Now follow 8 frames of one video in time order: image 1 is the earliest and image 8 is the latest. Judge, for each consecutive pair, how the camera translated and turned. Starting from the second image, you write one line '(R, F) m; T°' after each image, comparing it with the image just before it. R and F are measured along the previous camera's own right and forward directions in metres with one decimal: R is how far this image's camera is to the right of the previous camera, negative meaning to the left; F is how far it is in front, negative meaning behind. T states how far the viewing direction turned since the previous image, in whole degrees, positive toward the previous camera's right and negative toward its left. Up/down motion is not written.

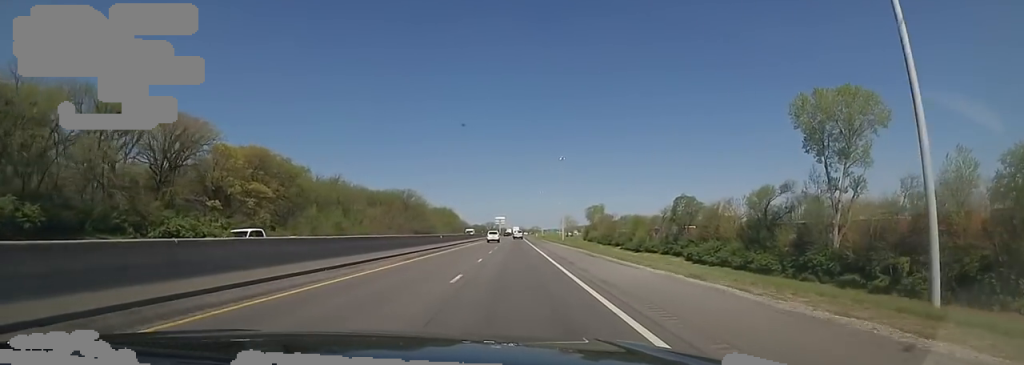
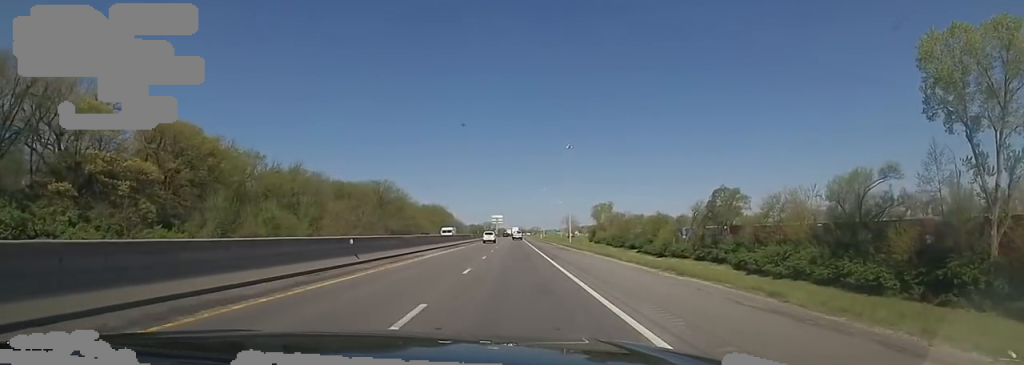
(0.0, +26.0) m; 0°
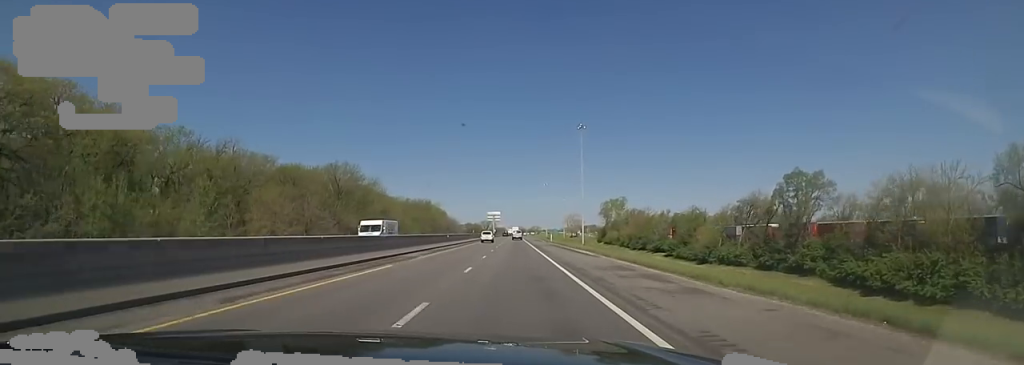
(0.0, +29.3) m; 0°
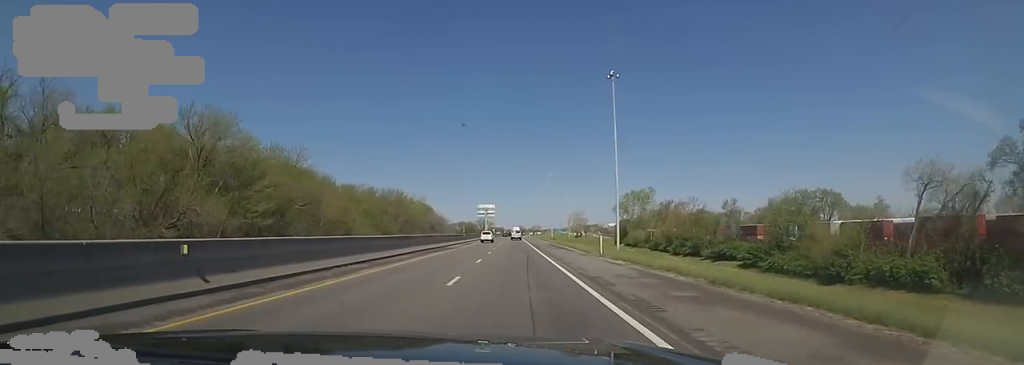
(0.0, +43.4) m; 0°
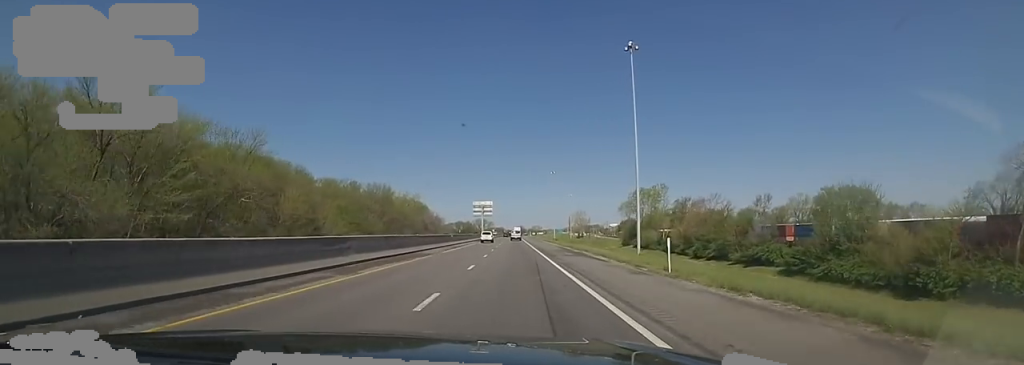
(0.0, +14.1) m; 0°
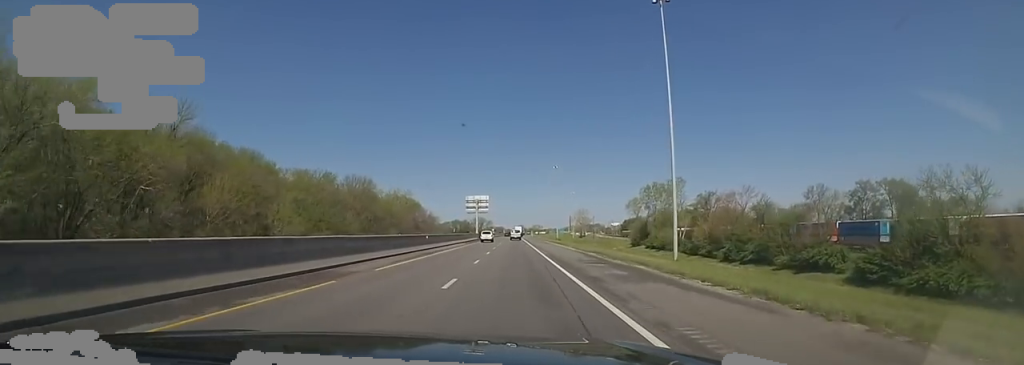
(0.0, +16.2) m; 0°
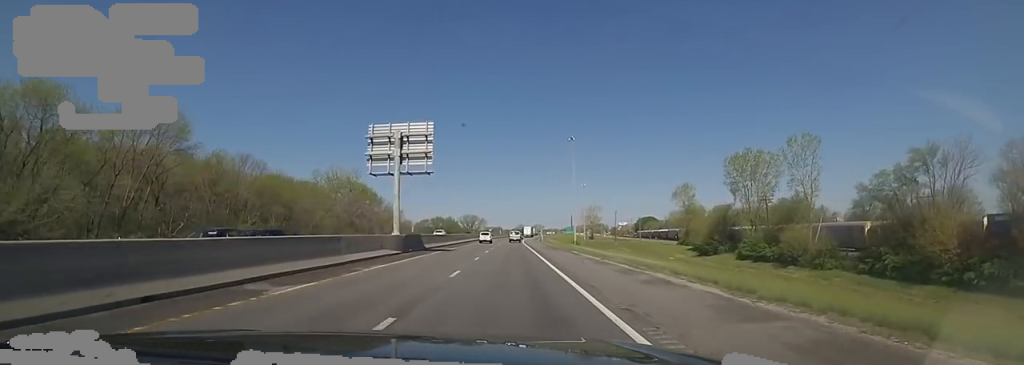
(0.0, +65.6) m; 0°
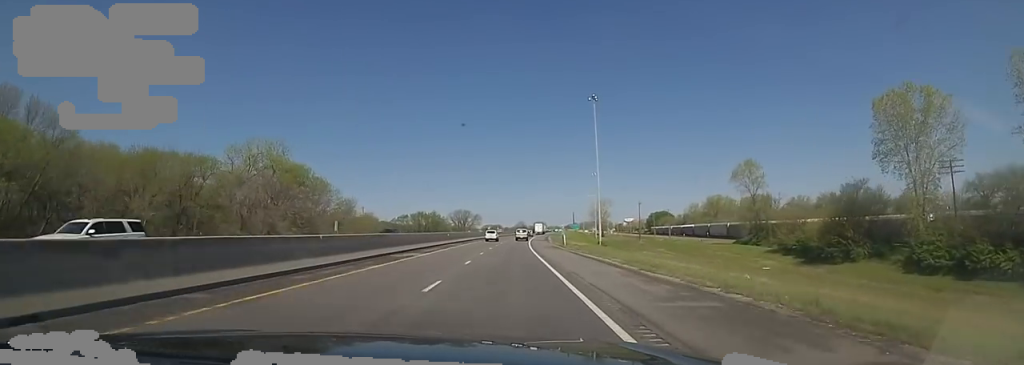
(+0.2, +42.6) m; 0°
